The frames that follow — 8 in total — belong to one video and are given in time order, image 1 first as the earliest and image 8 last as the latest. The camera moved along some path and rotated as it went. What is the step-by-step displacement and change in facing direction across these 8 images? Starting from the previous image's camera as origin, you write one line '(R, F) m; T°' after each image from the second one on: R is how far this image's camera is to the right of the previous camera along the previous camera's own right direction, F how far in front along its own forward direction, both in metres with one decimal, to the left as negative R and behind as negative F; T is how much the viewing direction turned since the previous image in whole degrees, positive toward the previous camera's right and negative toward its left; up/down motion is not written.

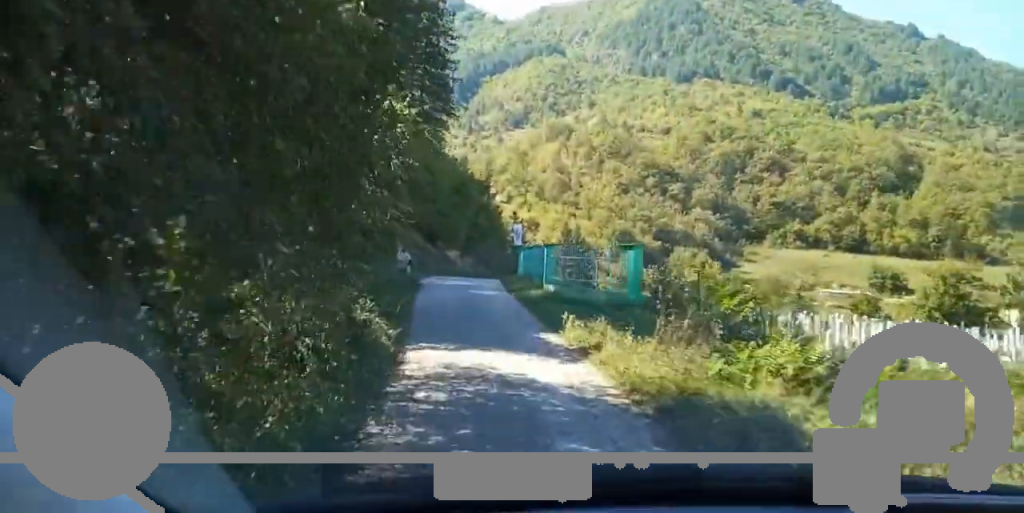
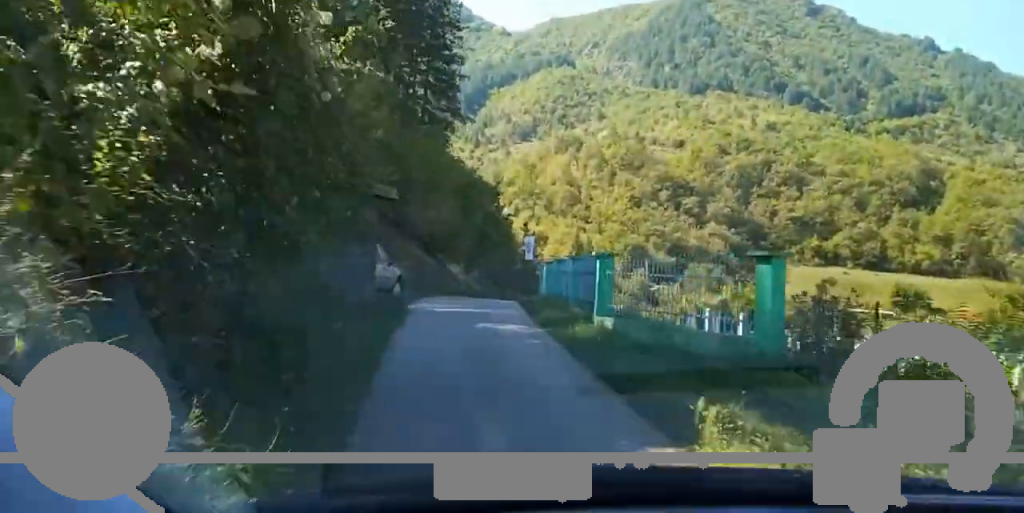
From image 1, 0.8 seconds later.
(0.0, +6.4) m; 0°
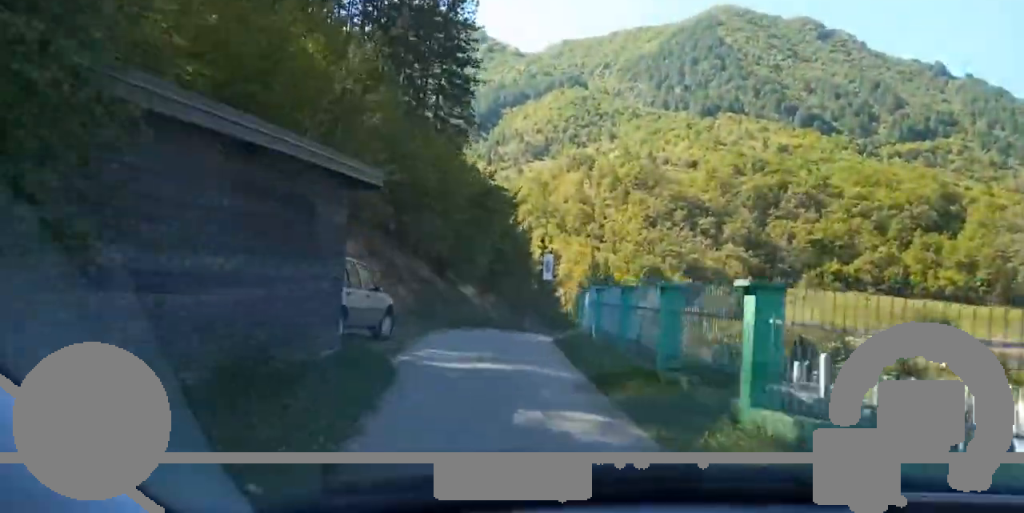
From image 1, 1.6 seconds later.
(0.0, +5.8) m; 0°
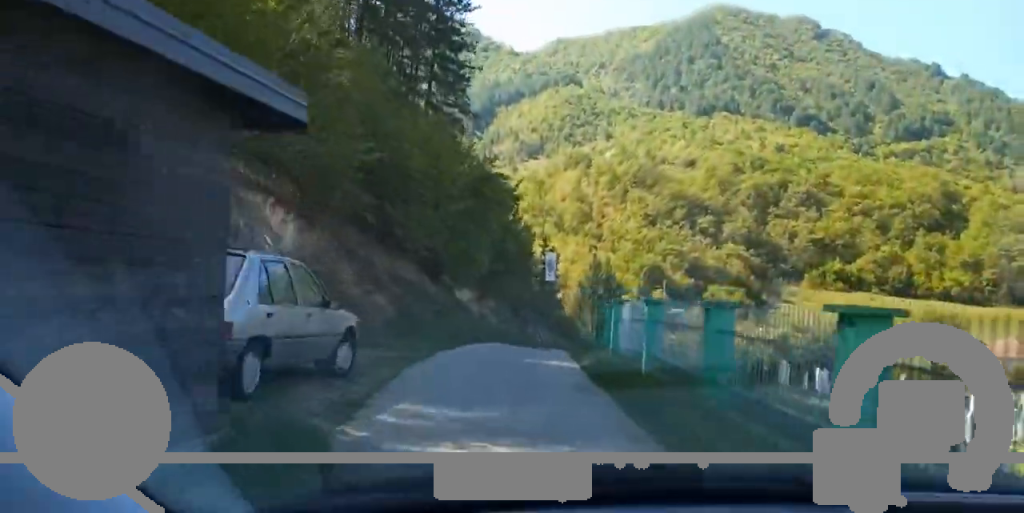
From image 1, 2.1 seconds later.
(0.0, +4.5) m; 0°
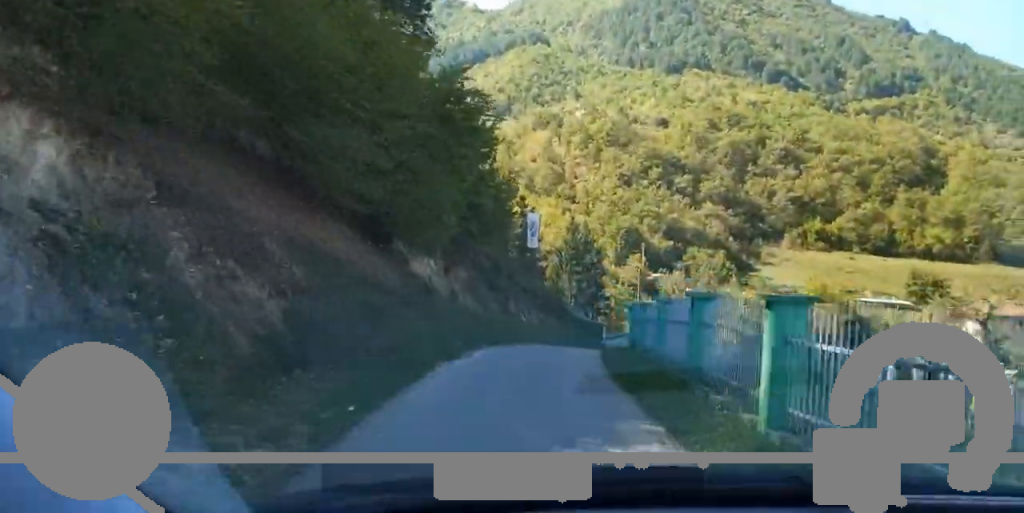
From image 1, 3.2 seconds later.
(+0.1, +8.2) m; +6°
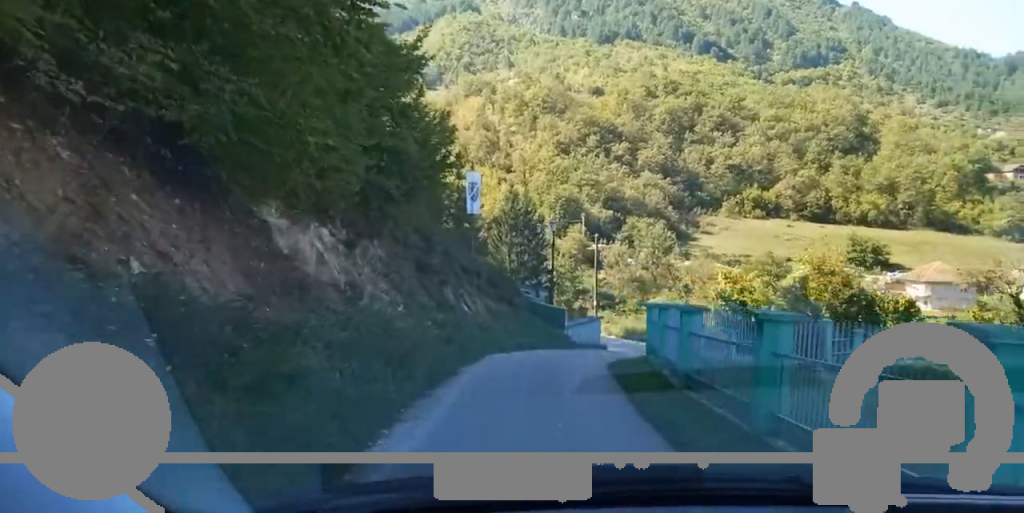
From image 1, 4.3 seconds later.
(+0.9, +9.0) m; +7°
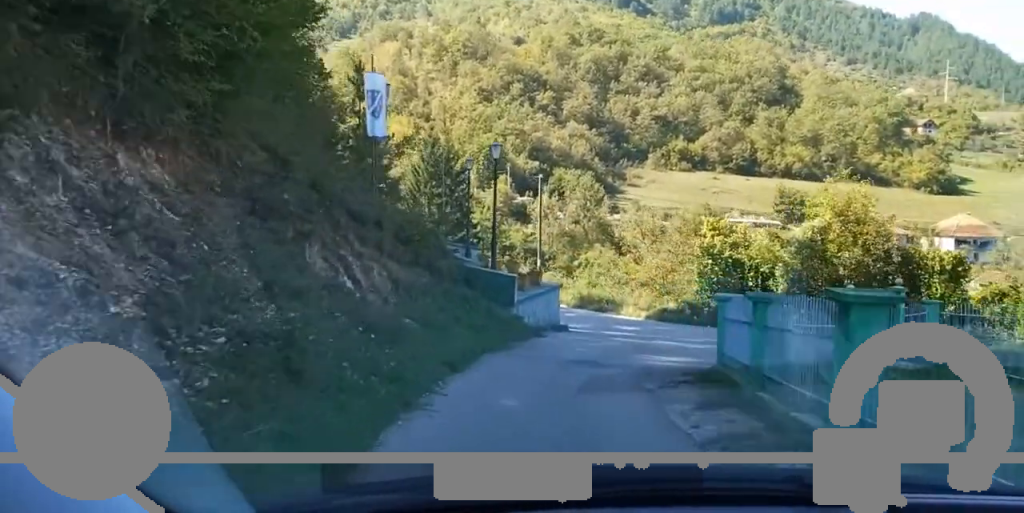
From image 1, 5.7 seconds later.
(0.0, +10.5) m; 0°
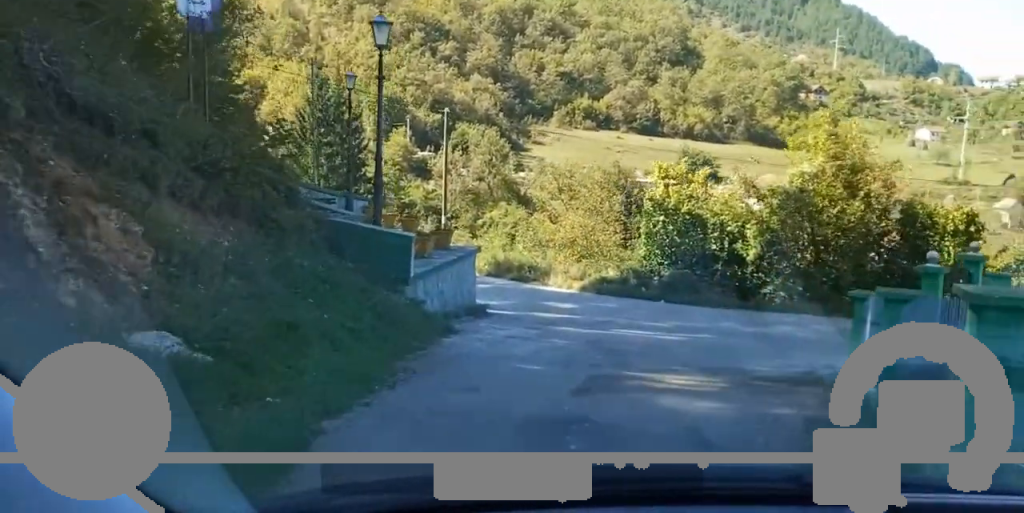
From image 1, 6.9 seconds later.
(0.0, +7.6) m; +6°
